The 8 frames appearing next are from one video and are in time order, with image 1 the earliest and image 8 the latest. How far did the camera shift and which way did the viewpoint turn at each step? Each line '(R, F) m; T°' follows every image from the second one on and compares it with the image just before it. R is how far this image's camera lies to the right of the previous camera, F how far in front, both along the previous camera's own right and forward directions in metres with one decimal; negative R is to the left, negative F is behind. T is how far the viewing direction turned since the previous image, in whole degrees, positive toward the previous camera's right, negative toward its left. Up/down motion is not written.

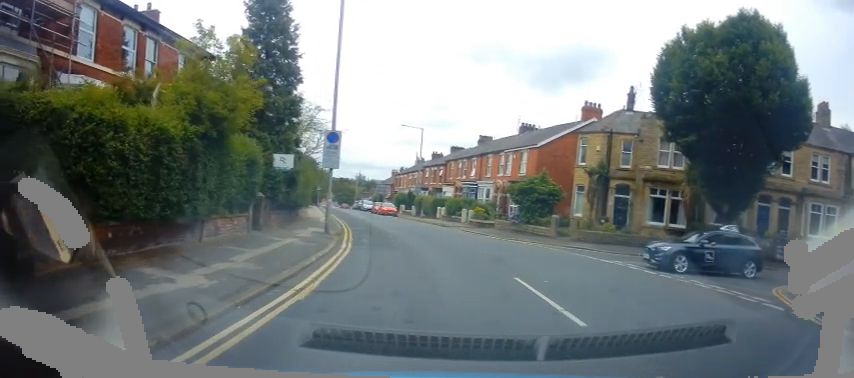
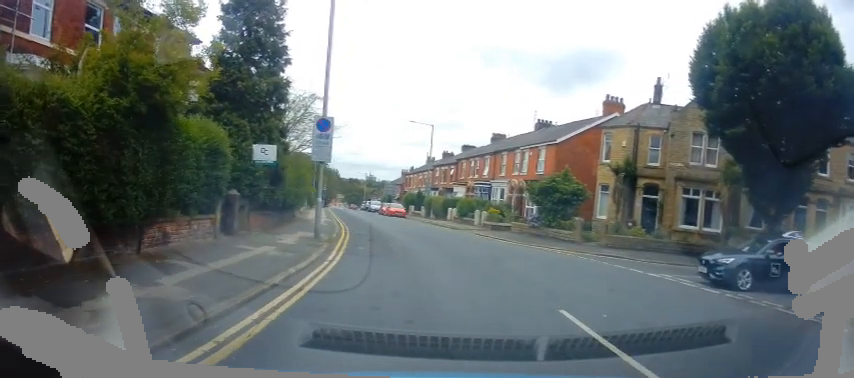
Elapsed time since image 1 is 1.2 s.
(+0.1, +2.7) m; +3°
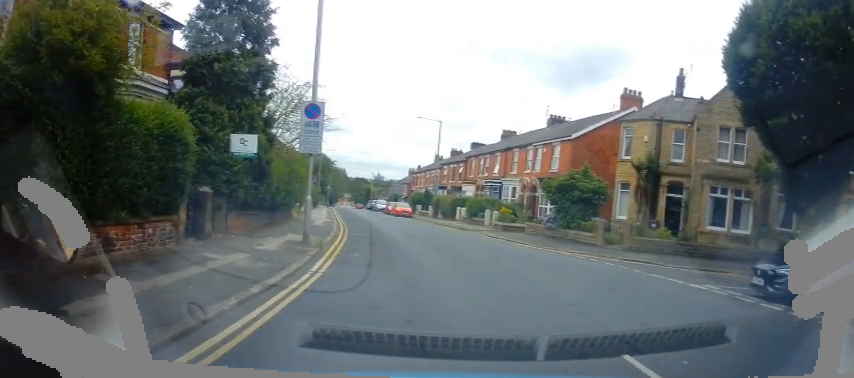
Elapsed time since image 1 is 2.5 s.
(-0.1, +1.8) m; +1°
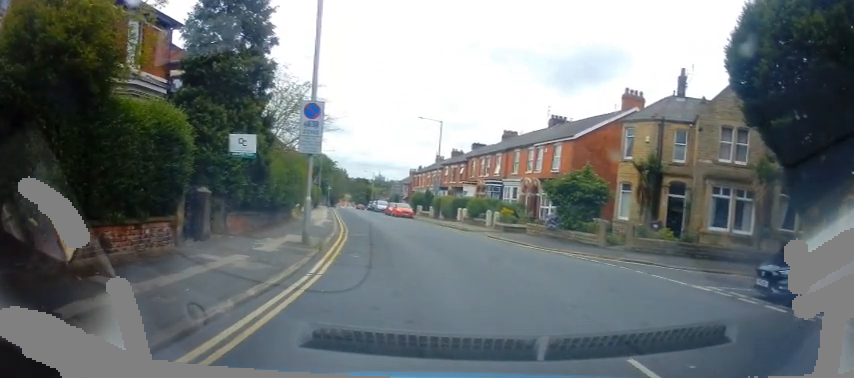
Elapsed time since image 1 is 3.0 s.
(0.0, 0.0) m; 0°
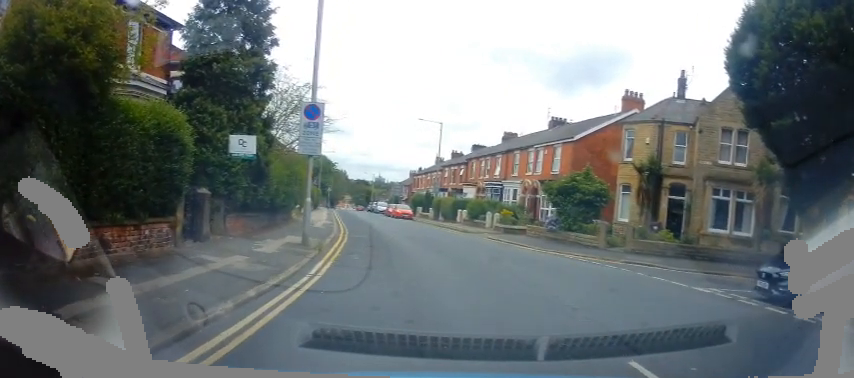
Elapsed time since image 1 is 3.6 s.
(0.0, 0.0) m; 0°
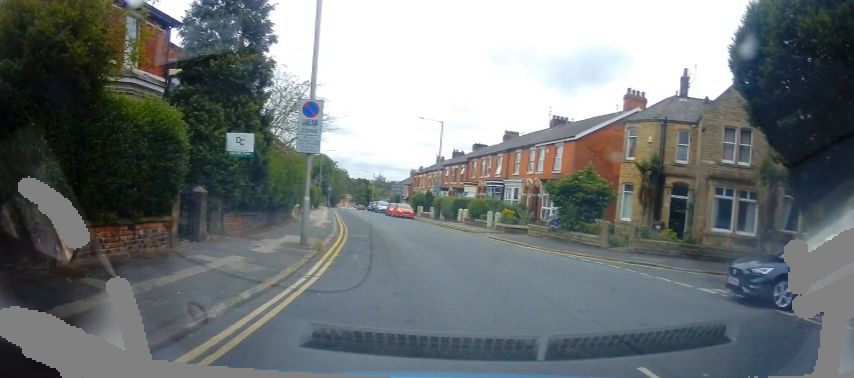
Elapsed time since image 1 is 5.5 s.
(-0.1, +0.3) m; 0°
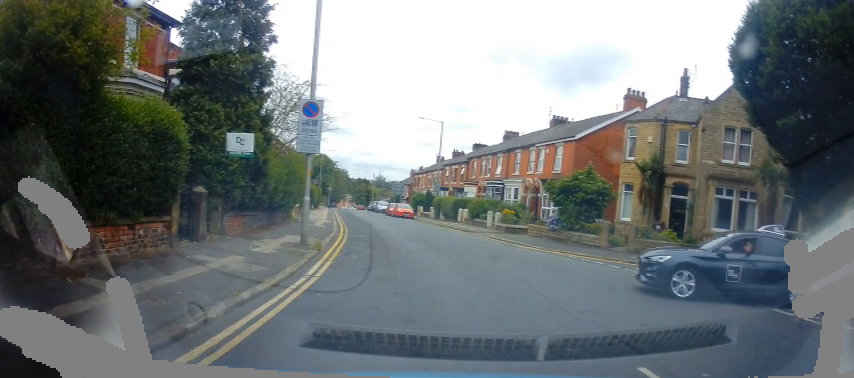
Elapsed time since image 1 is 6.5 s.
(0.0, 0.0) m; 0°
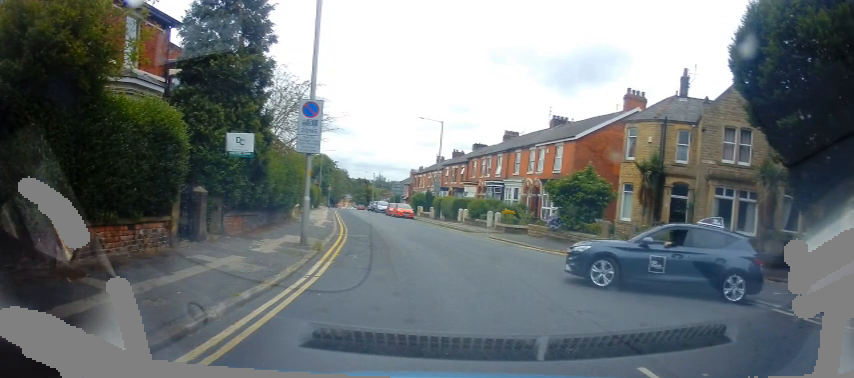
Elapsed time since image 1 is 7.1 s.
(0.0, 0.0) m; 0°
